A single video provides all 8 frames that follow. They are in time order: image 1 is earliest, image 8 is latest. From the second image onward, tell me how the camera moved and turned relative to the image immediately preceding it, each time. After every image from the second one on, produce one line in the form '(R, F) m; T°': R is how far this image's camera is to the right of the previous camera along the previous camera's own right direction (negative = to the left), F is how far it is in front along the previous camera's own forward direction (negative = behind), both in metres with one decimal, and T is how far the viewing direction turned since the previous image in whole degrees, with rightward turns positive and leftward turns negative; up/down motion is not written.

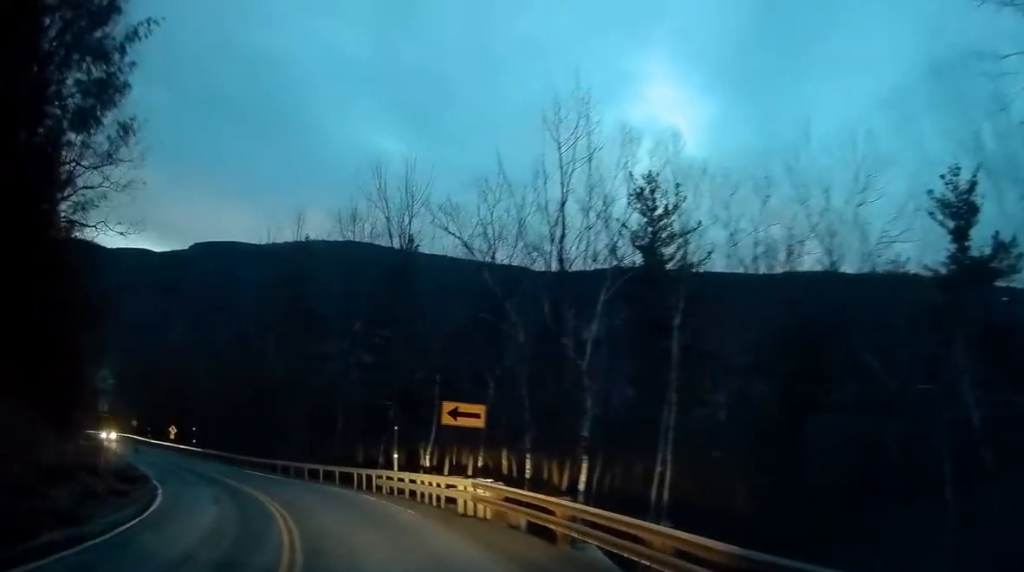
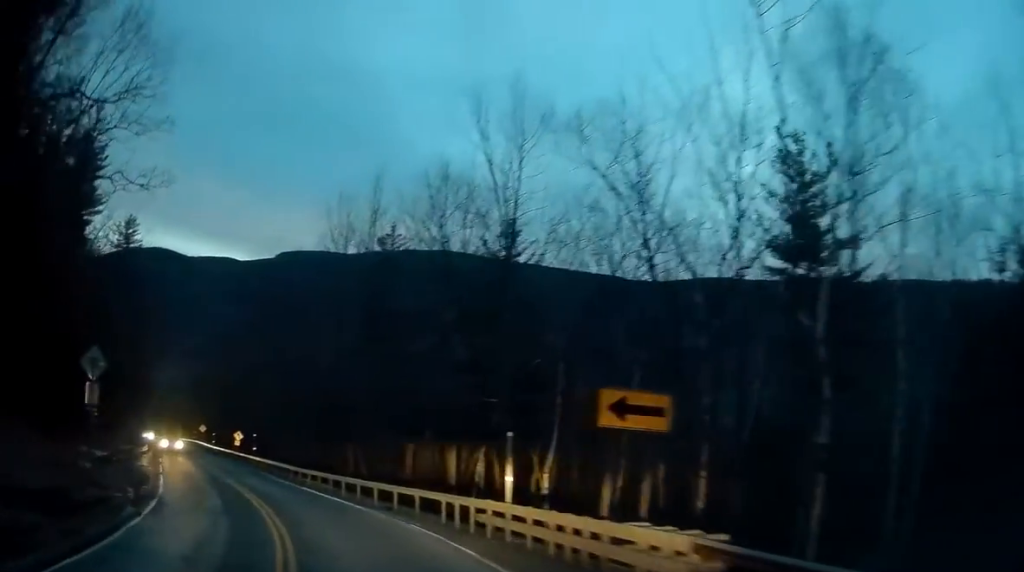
(-0.7, +7.0) m; -8°
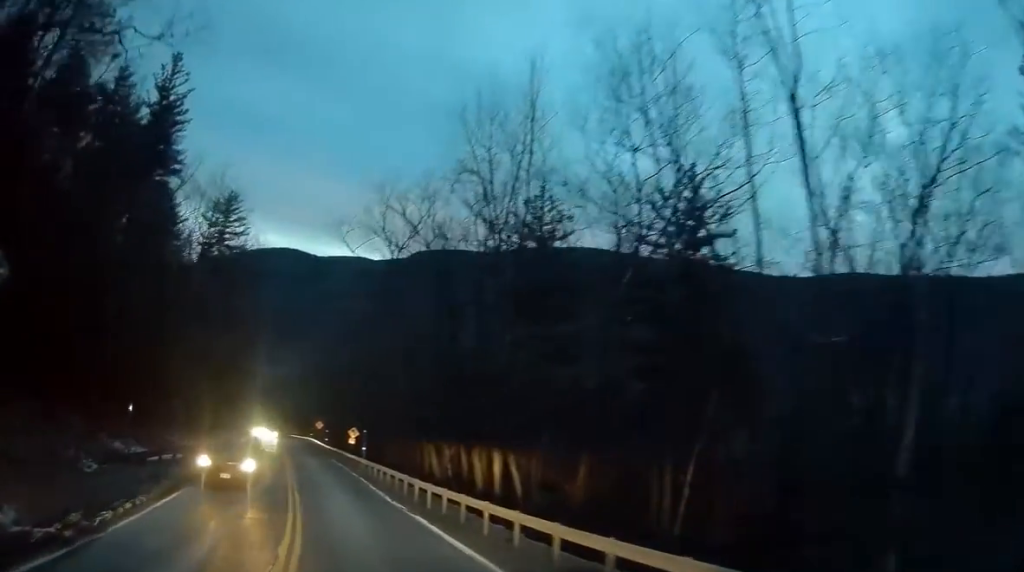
(-0.7, +10.1) m; -11°
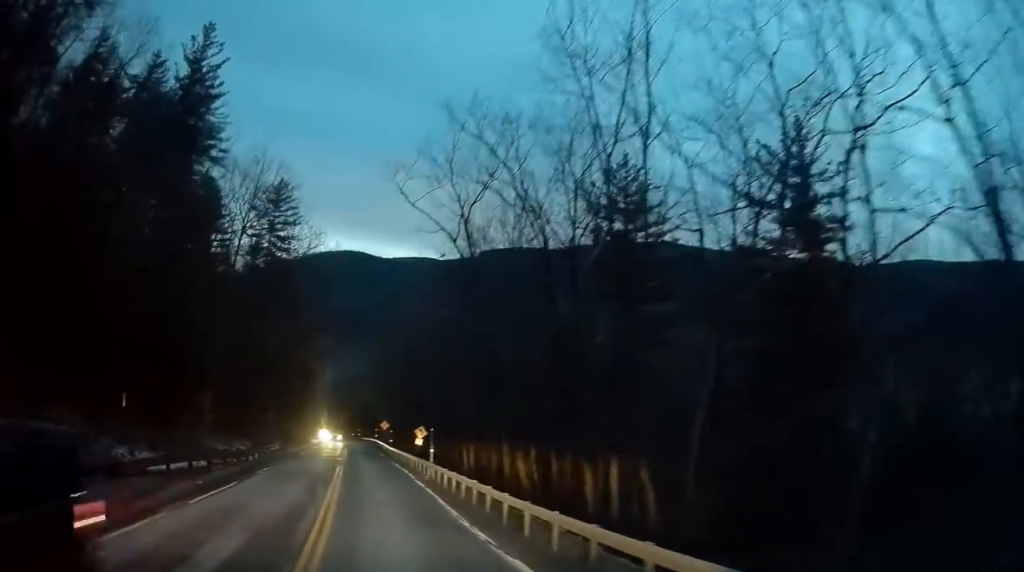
(-0.4, +5.6) m; -9°
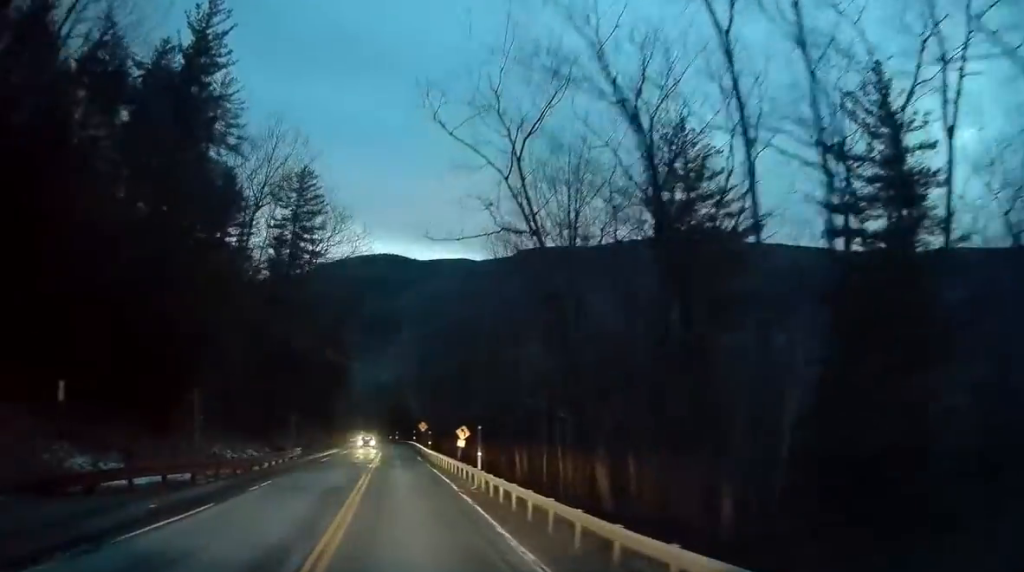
(-0.5, +5.3) m; -5°
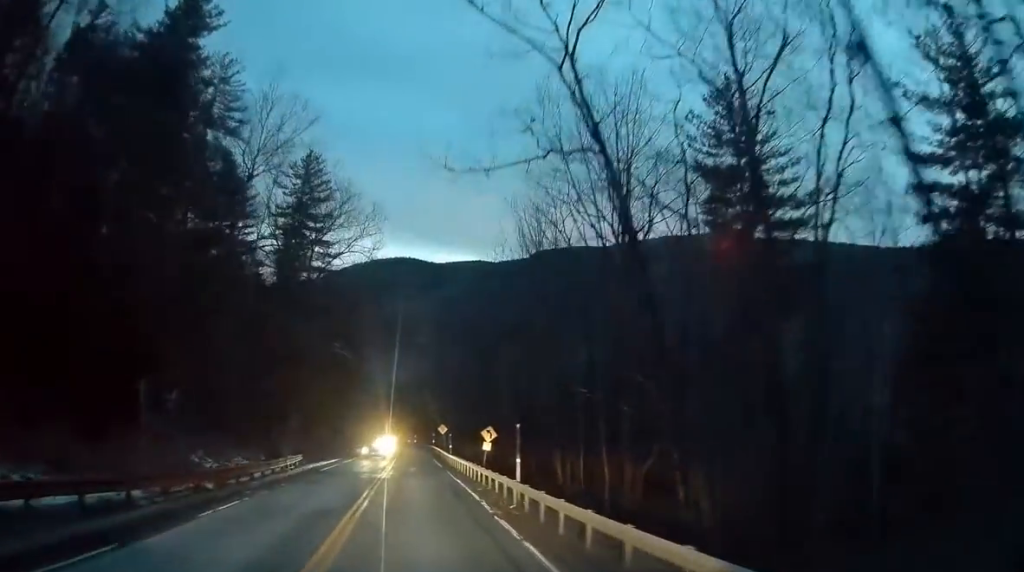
(0.0, +5.5) m; 0°
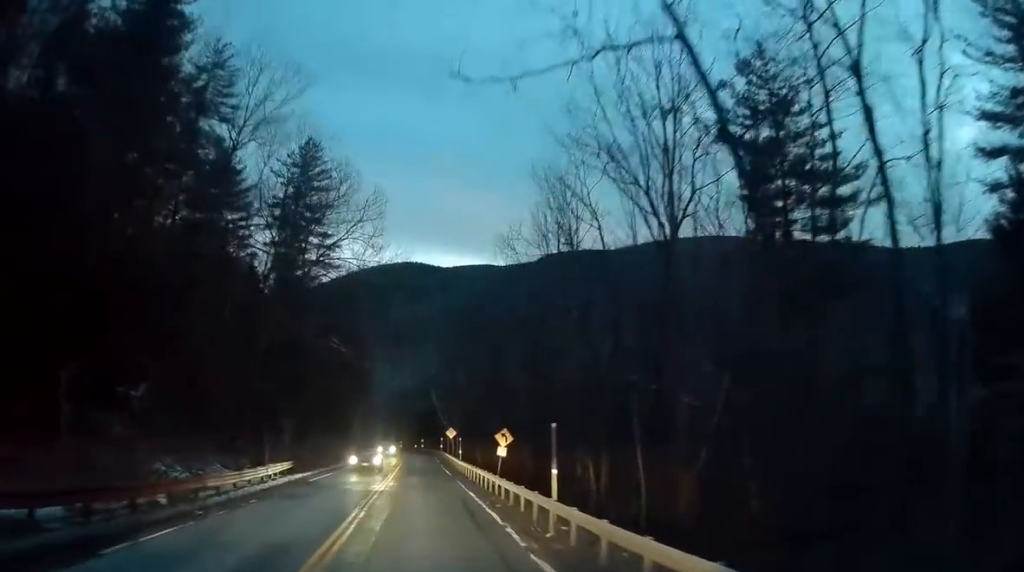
(0.0, +4.3) m; -1°
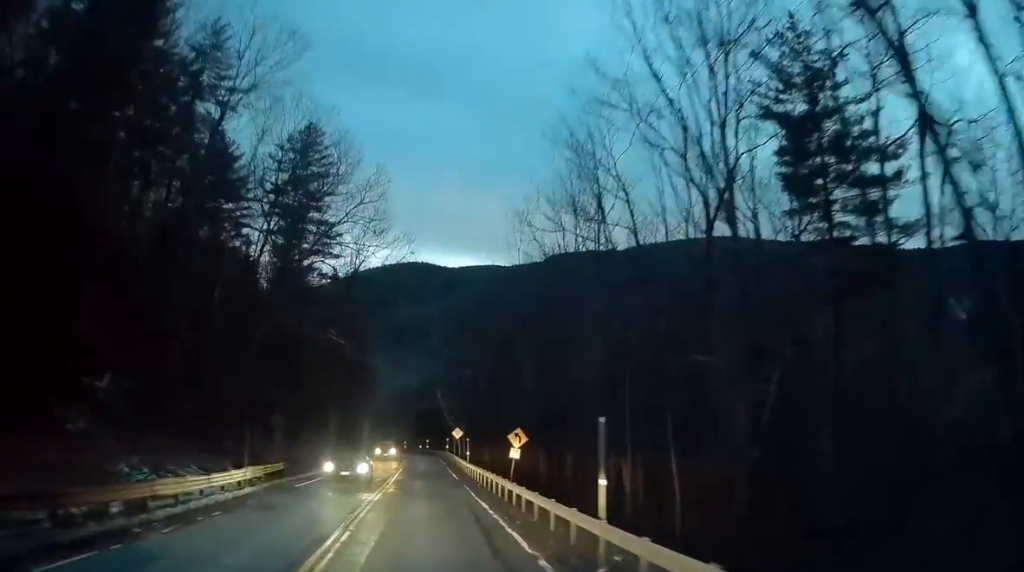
(+0.1, +3.4) m; -1°
